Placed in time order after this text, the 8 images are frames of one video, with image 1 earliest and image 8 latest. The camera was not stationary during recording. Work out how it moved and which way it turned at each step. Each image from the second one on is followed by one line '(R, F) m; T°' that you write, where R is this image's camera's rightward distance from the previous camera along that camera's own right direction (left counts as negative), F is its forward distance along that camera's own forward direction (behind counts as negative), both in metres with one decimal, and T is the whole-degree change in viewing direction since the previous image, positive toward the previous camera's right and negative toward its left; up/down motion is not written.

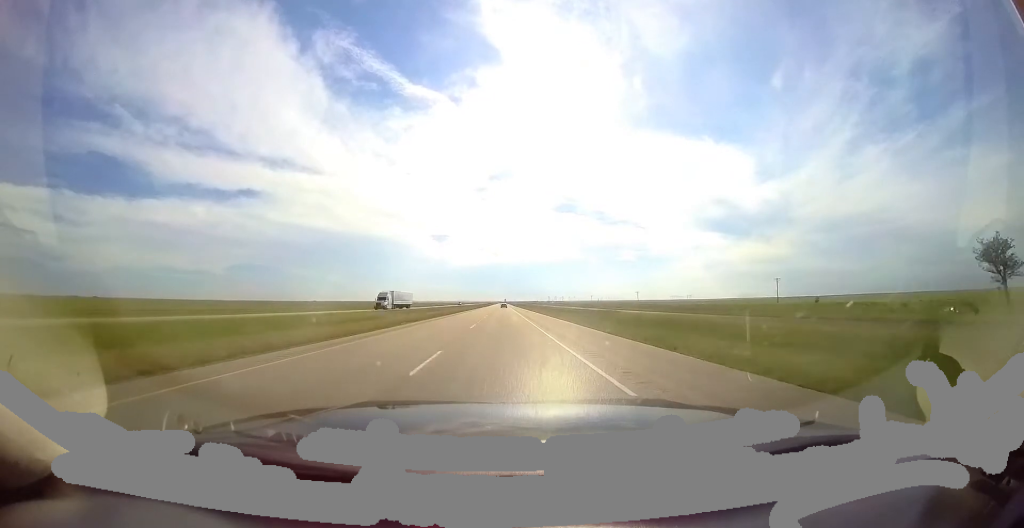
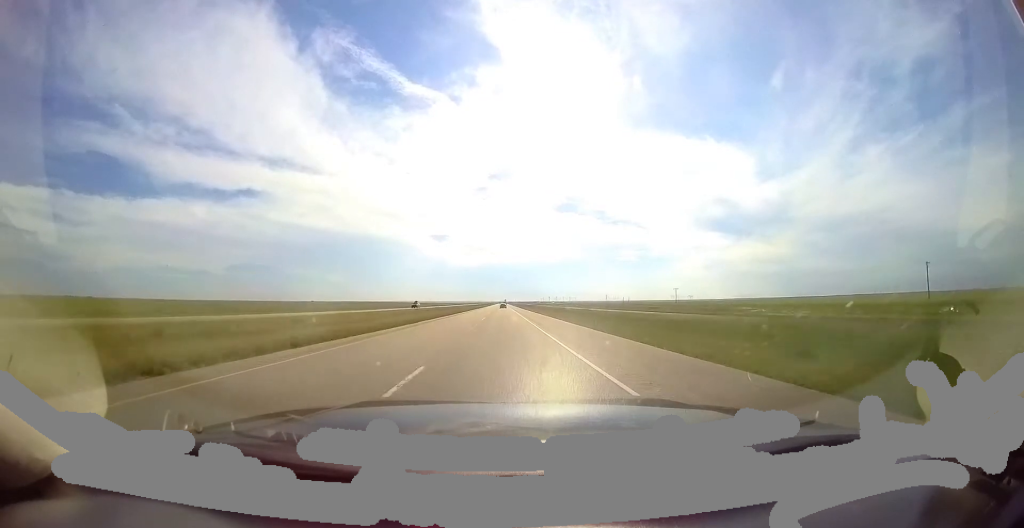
(-0.4, +51.1) m; 0°
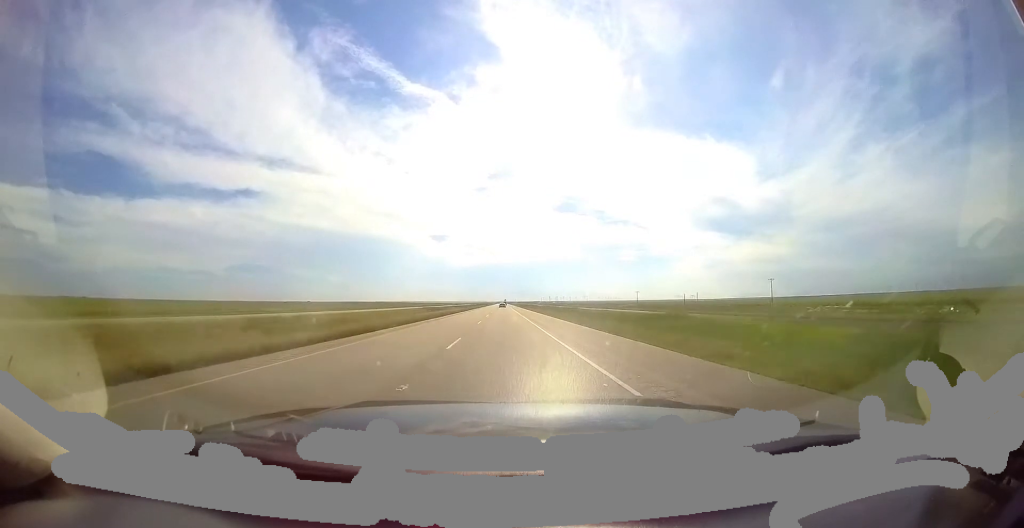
(+0.4, +67.8) m; 0°
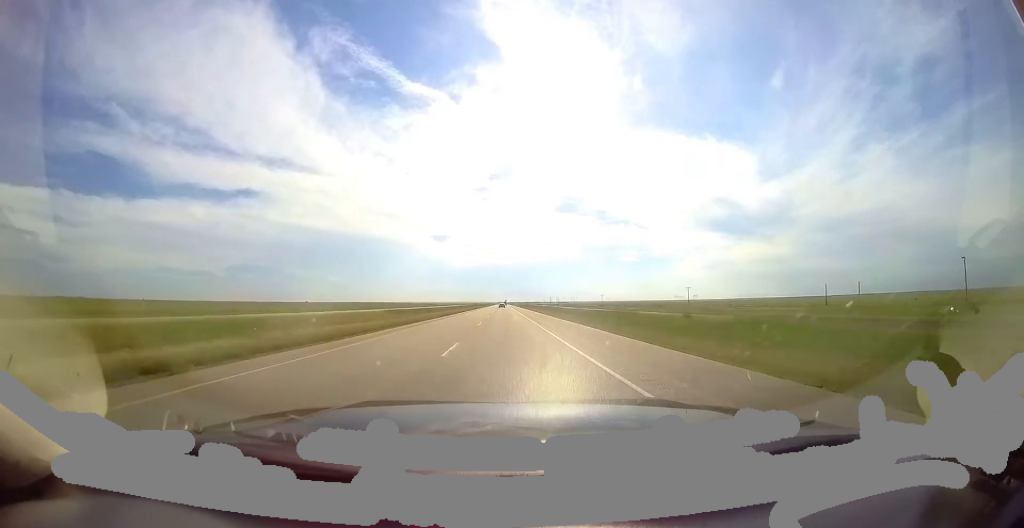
(-0.3, +63.2) m; 0°
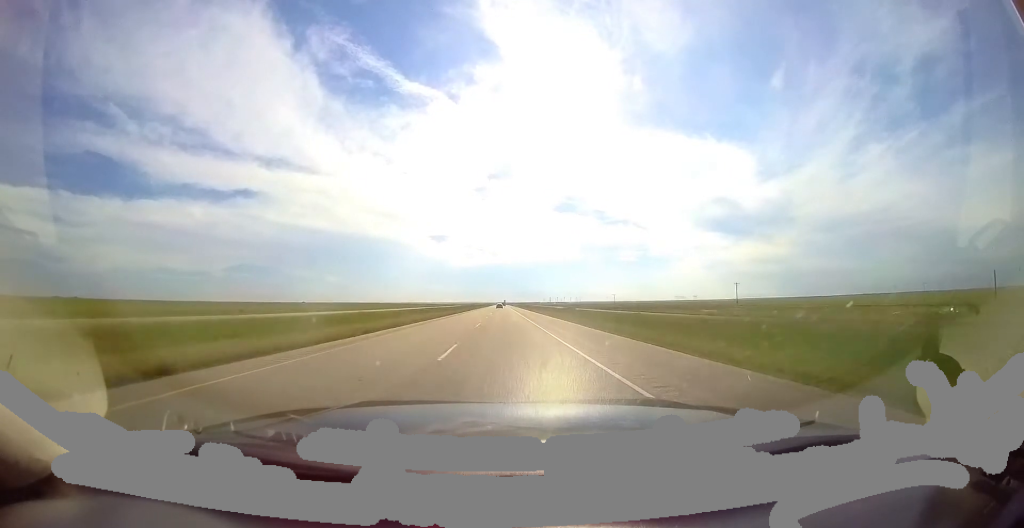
(0.0, +37.4) m; 0°
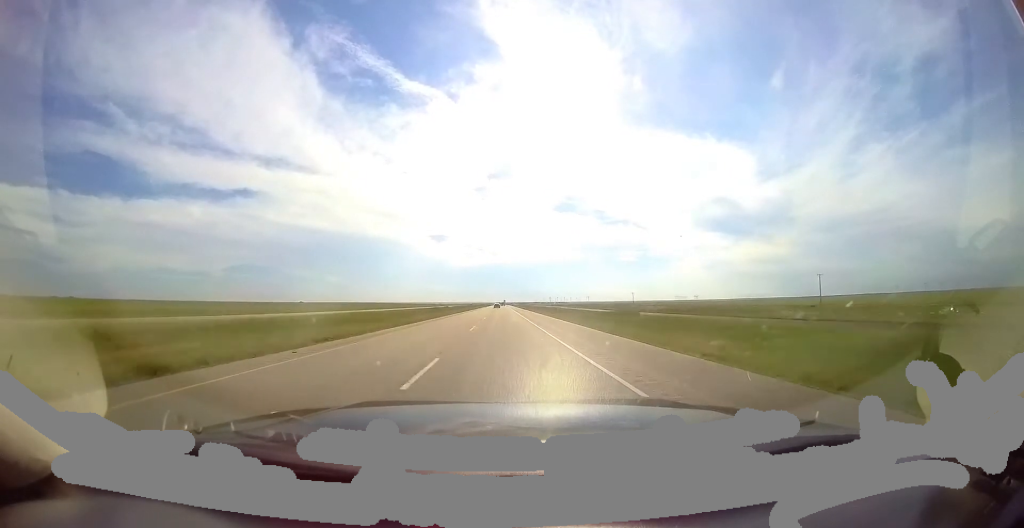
(+0.3, +39.8) m; 0°
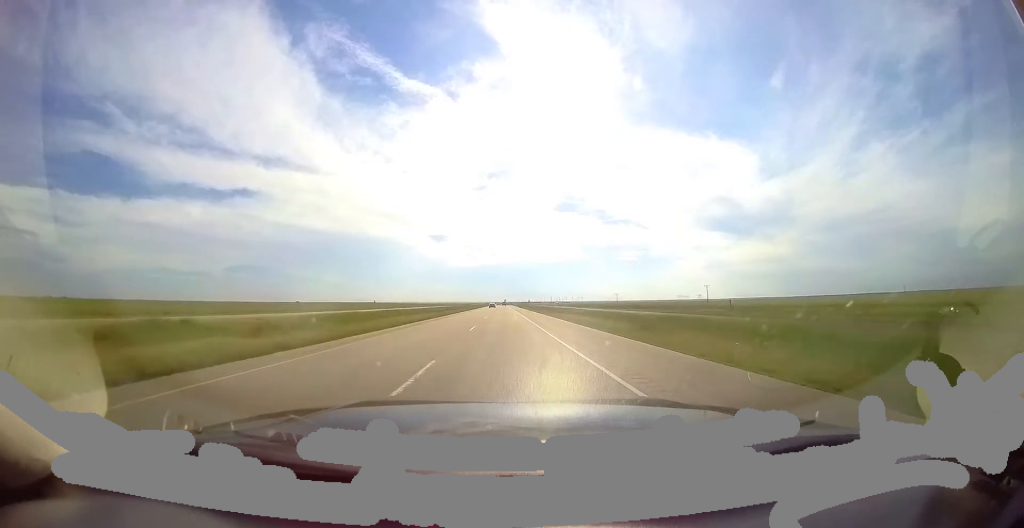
(-0.4, +86.4) m; 0°
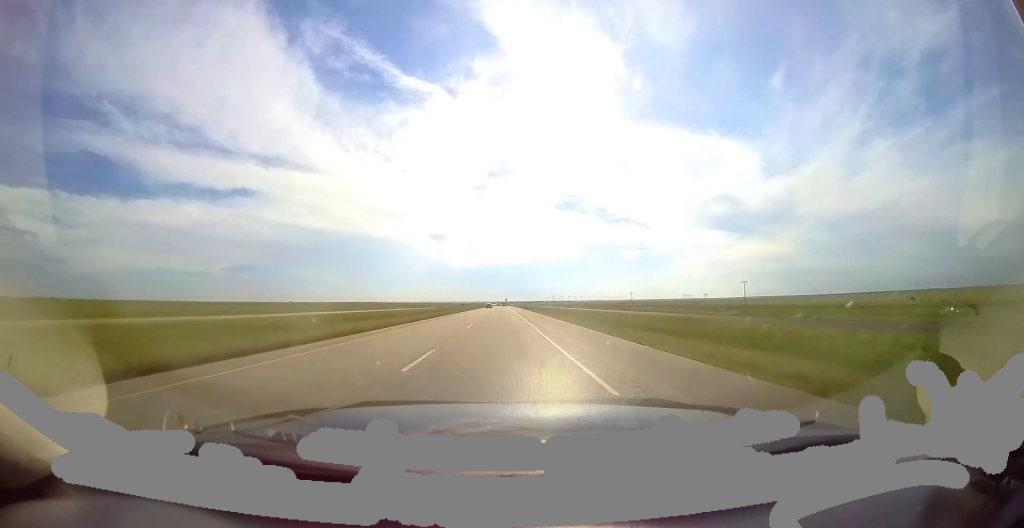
(+2.1, +144.6) m; 0°
